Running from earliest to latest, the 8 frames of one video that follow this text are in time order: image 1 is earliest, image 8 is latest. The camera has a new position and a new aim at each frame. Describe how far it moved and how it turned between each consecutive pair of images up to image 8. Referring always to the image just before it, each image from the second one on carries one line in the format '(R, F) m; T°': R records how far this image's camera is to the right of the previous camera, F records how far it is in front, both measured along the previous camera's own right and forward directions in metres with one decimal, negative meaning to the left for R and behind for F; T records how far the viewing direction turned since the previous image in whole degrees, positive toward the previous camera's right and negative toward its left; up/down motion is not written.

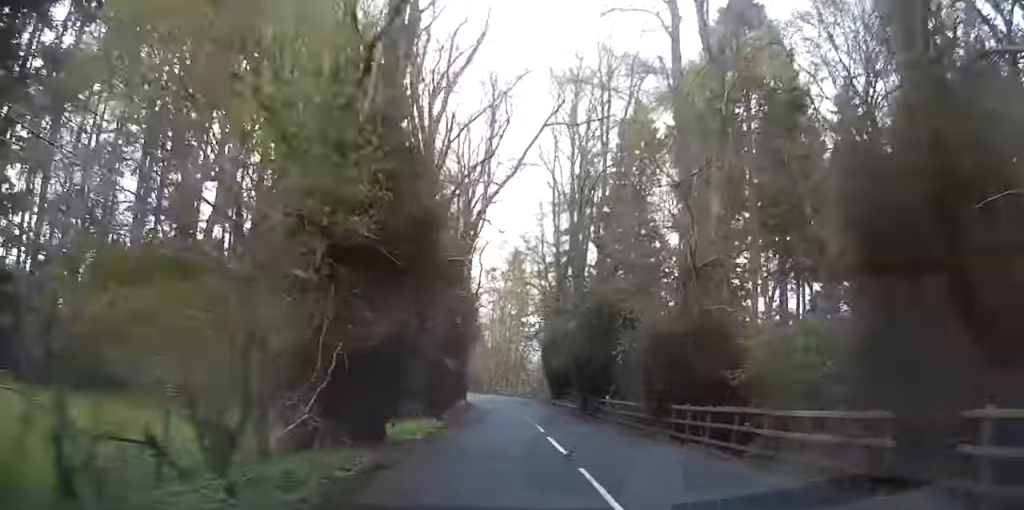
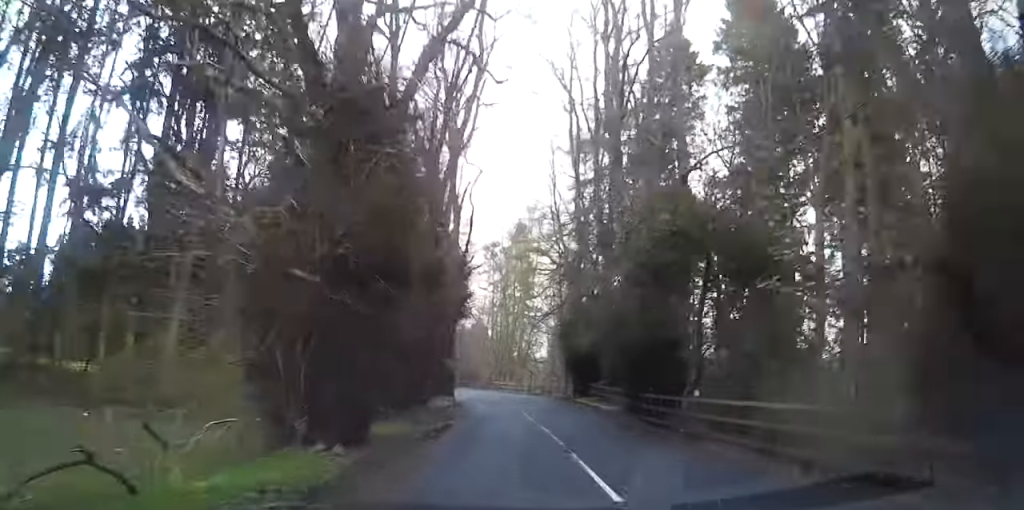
(-0.1, +15.8) m; -1°
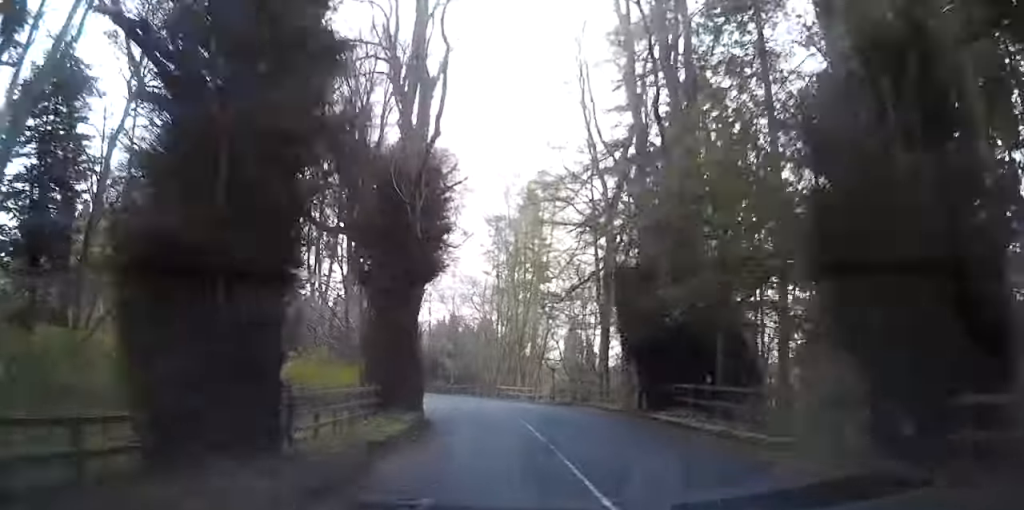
(-0.2, +18.9) m; -1°
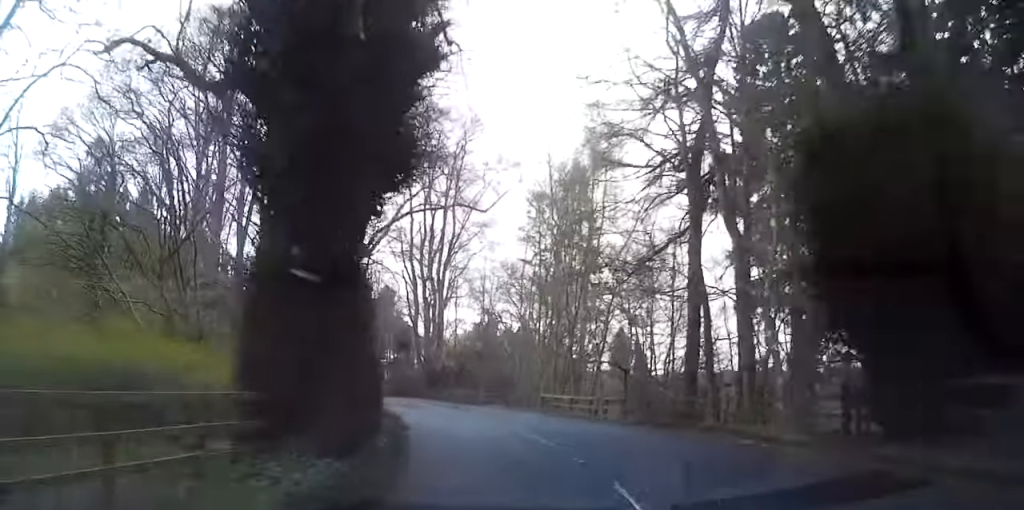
(+0.1, +13.6) m; -1°
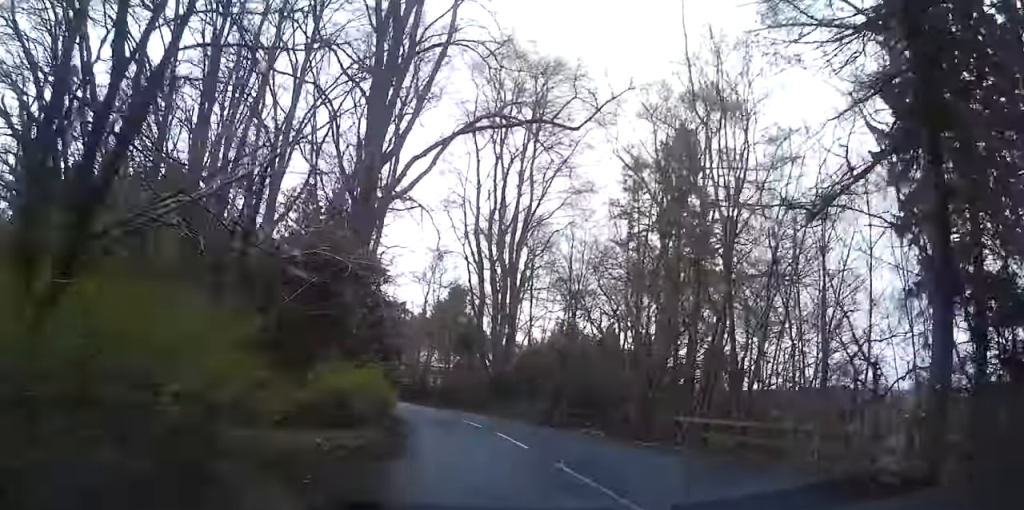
(-0.2, +14.7) m; -3°
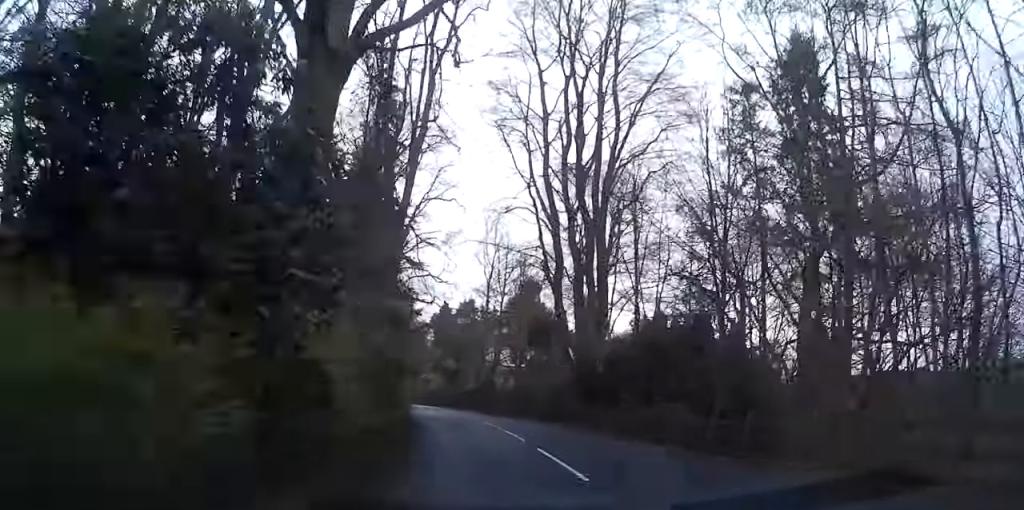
(0.0, +14.4) m; -5°
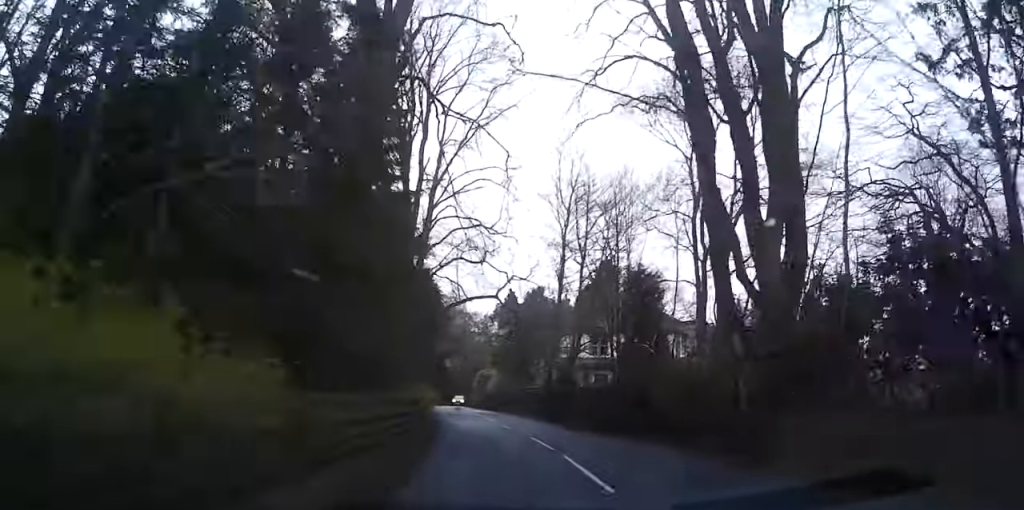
(-1.5, +18.6) m; -8°
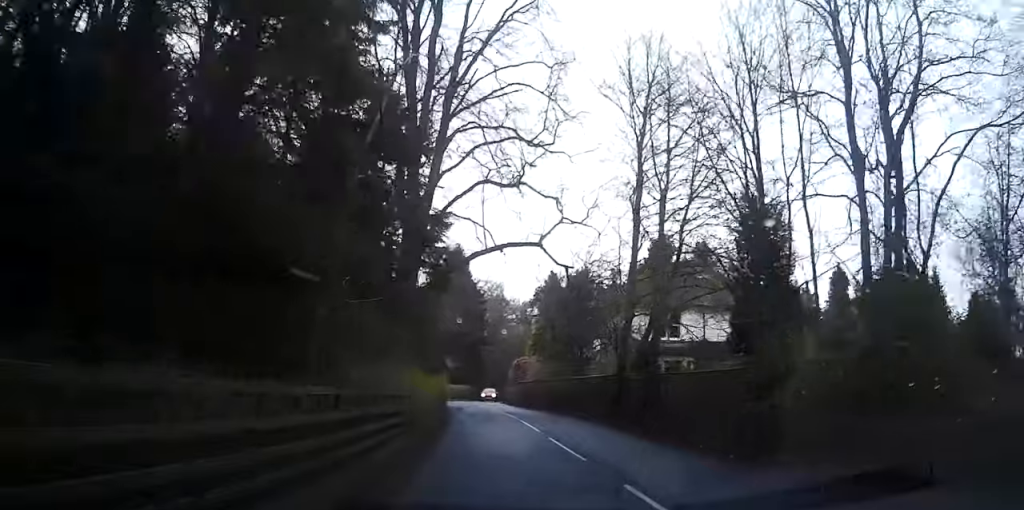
(-0.9, +15.0) m; -3°
